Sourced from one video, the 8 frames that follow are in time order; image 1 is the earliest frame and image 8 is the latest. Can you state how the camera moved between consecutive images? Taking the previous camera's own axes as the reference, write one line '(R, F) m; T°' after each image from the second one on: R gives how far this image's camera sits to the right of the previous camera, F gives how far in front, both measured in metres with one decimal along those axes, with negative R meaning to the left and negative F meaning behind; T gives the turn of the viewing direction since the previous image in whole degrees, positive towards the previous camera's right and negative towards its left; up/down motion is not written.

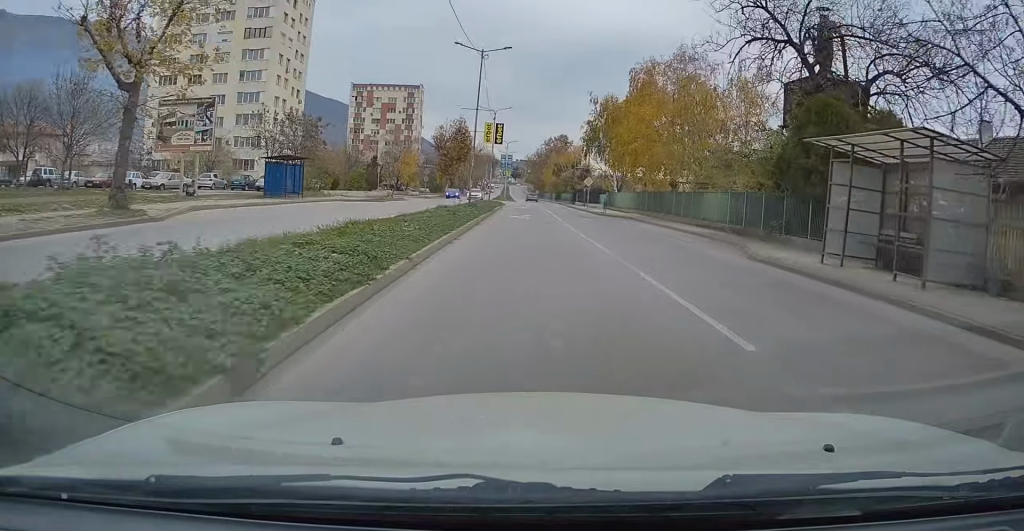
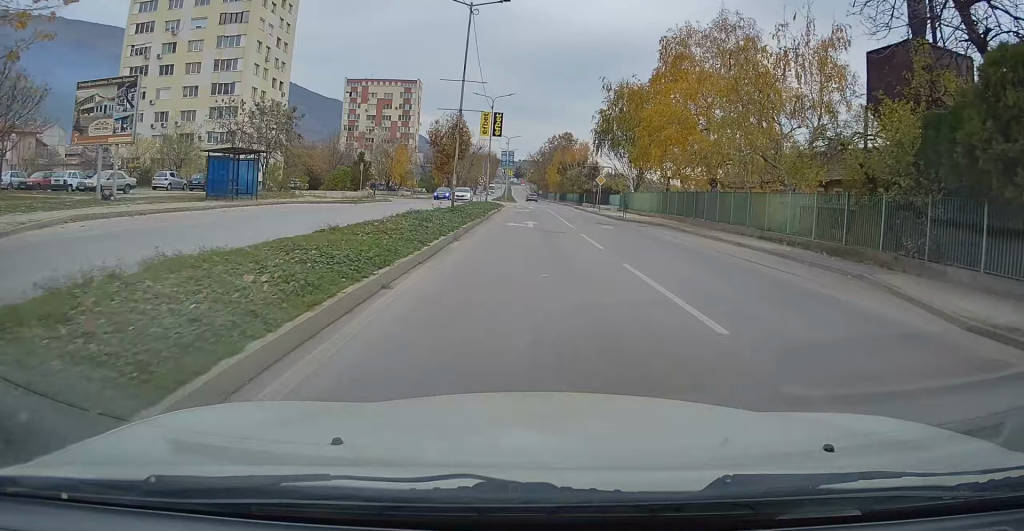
(+0.2, +8.2) m; 0°
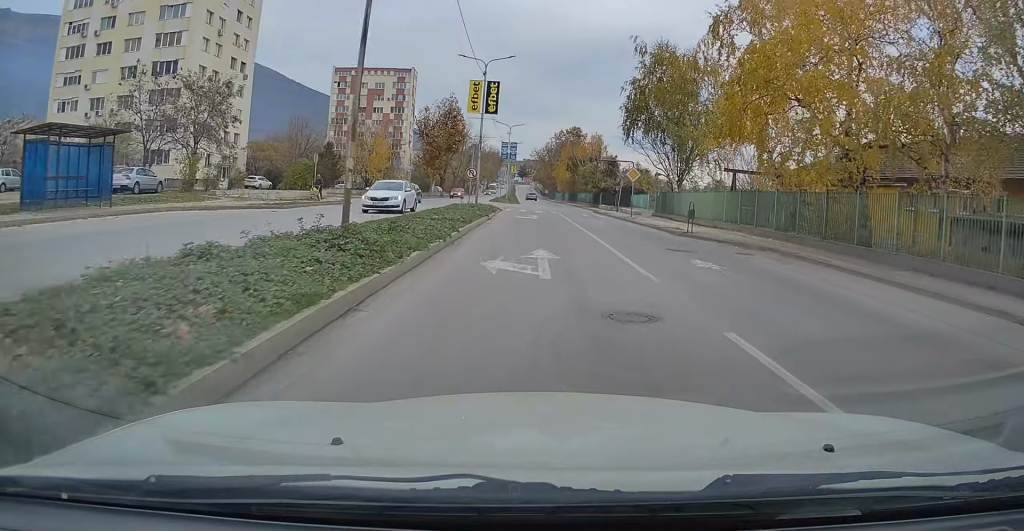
(+0.1, +14.4) m; -1°
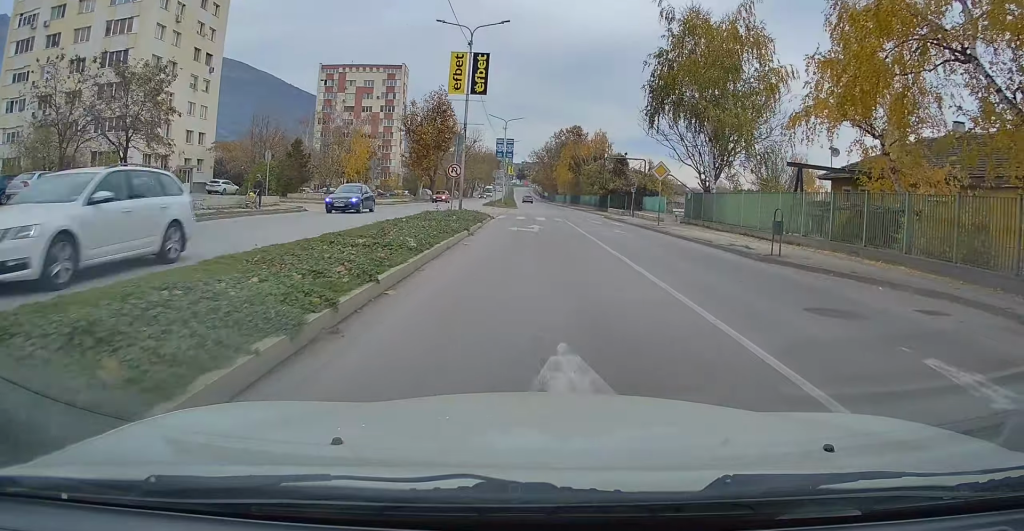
(-0.2, +8.5) m; -1°
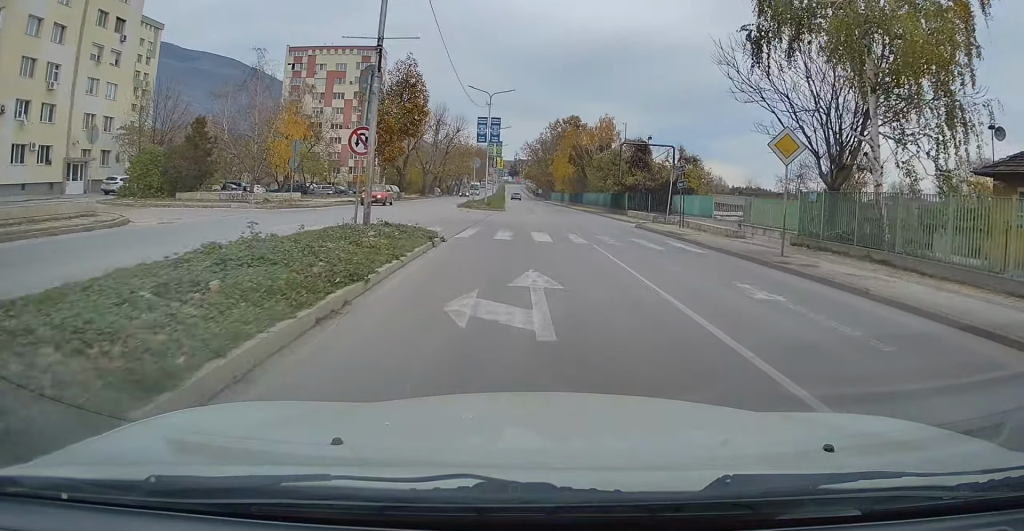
(0.0, +16.2) m; 0°
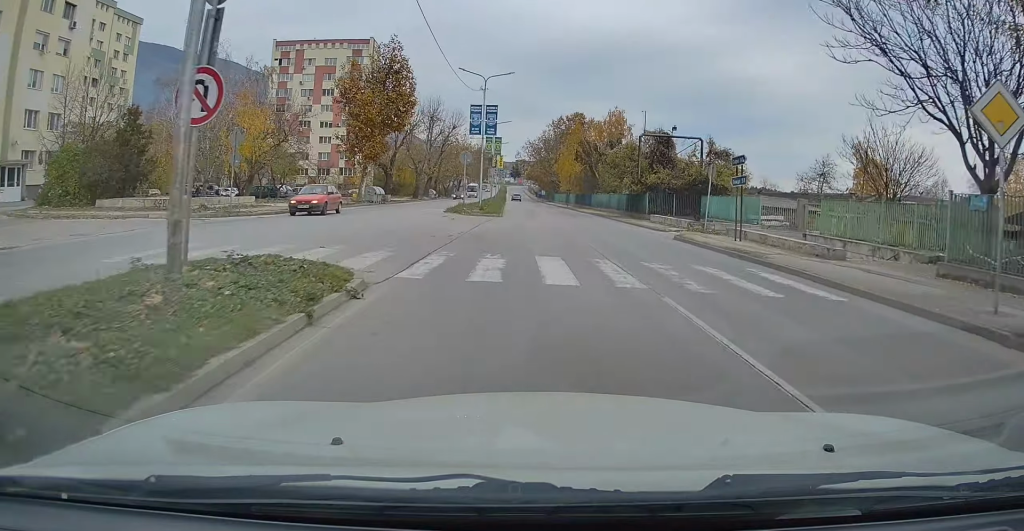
(0.0, +7.7) m; 0°
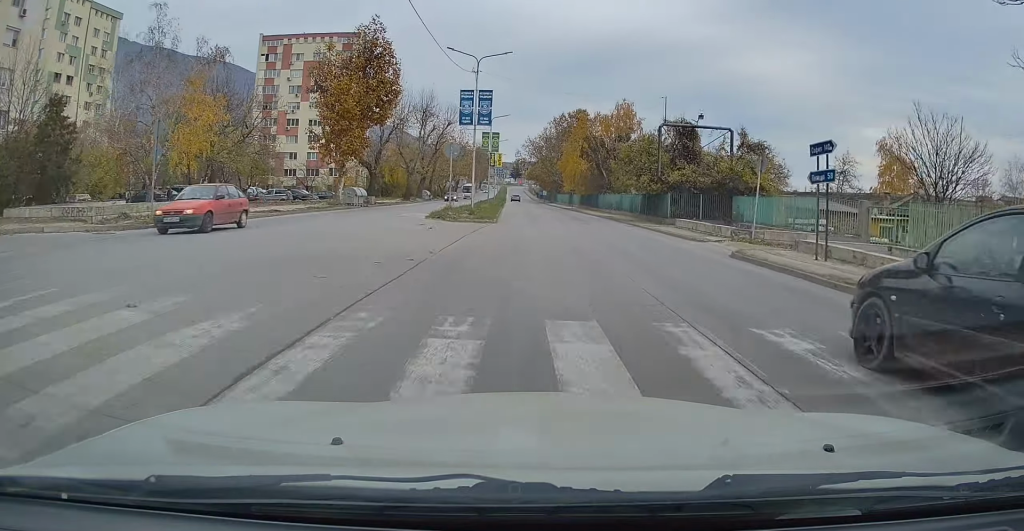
(0.0, +6.3) m; 0°
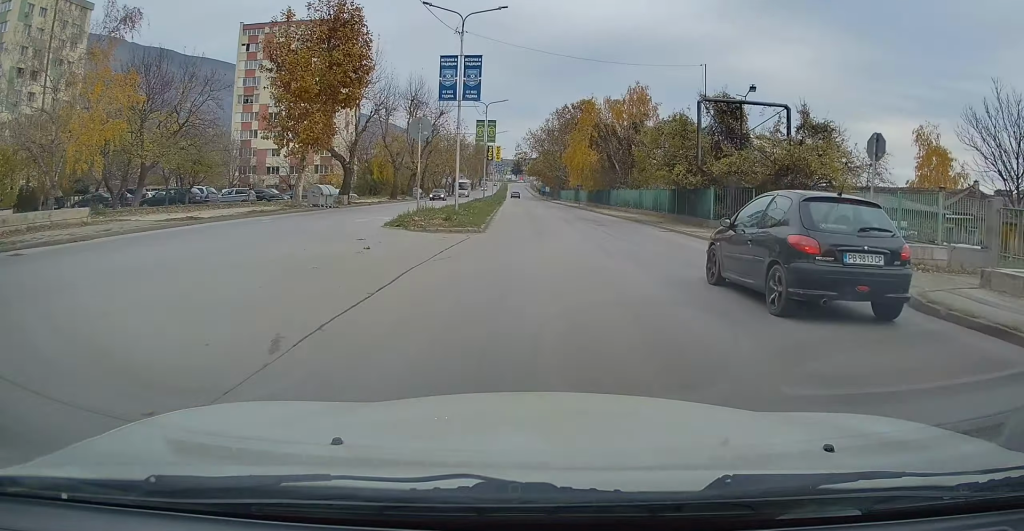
(0.0, +8.2) m; 0°
